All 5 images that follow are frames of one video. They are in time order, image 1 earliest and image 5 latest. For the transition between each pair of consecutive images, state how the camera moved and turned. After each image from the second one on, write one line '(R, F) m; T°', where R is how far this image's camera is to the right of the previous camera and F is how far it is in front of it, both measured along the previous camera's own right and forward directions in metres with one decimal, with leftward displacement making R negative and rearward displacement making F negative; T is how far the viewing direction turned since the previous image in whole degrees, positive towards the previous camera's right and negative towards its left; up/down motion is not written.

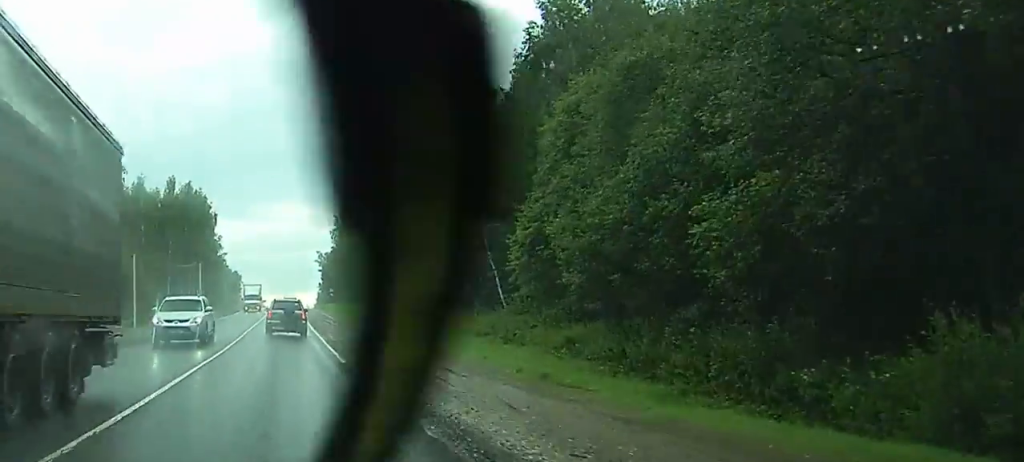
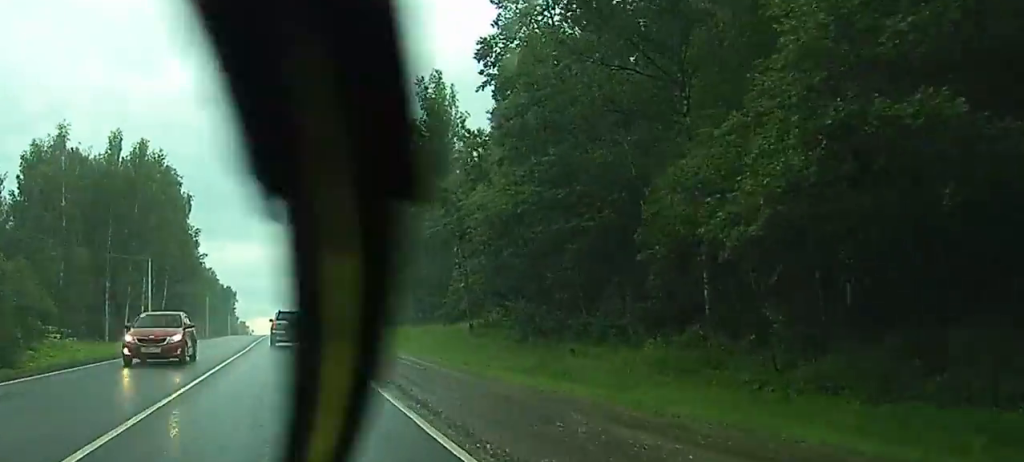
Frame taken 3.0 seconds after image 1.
(+2.0, +61.2) m; +1°
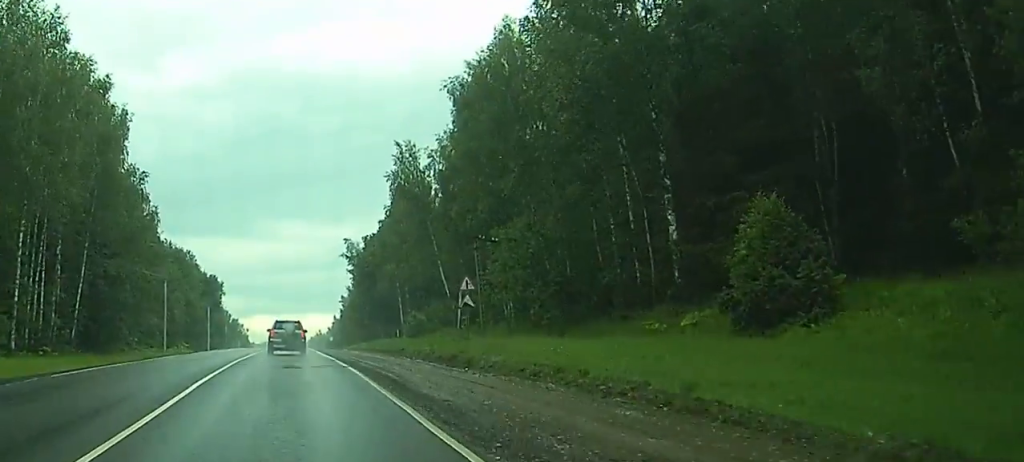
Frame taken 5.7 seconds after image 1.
(-1.4, +53.4) m; -2°
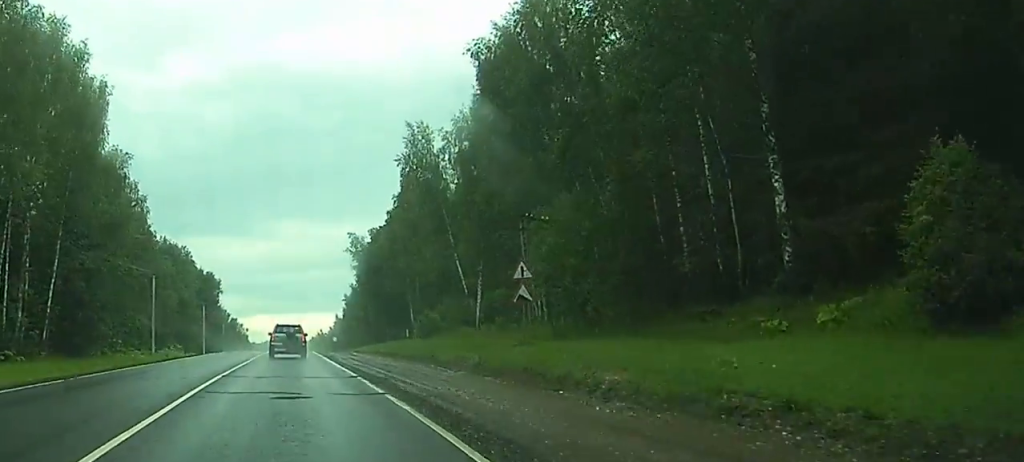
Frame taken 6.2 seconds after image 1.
(0.0, +9.7) m; 0°
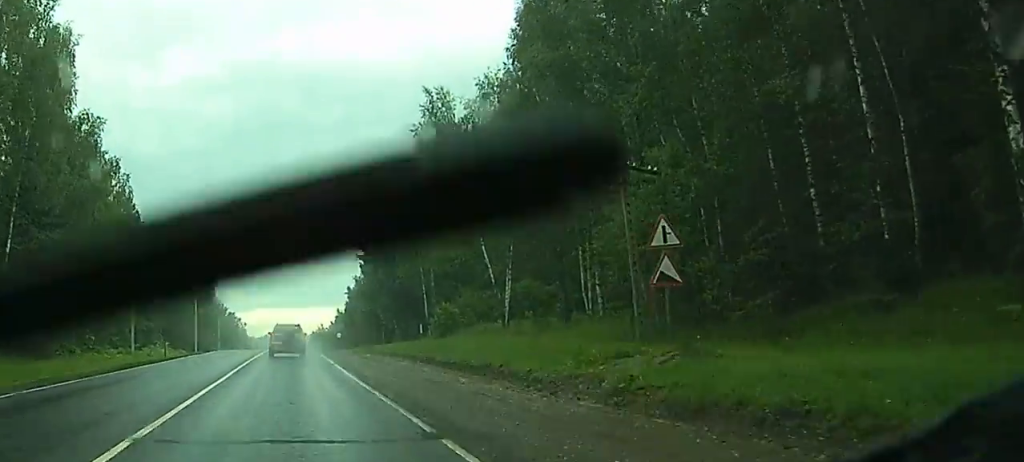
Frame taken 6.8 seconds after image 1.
(-0.1, +12.3) m; 0°
